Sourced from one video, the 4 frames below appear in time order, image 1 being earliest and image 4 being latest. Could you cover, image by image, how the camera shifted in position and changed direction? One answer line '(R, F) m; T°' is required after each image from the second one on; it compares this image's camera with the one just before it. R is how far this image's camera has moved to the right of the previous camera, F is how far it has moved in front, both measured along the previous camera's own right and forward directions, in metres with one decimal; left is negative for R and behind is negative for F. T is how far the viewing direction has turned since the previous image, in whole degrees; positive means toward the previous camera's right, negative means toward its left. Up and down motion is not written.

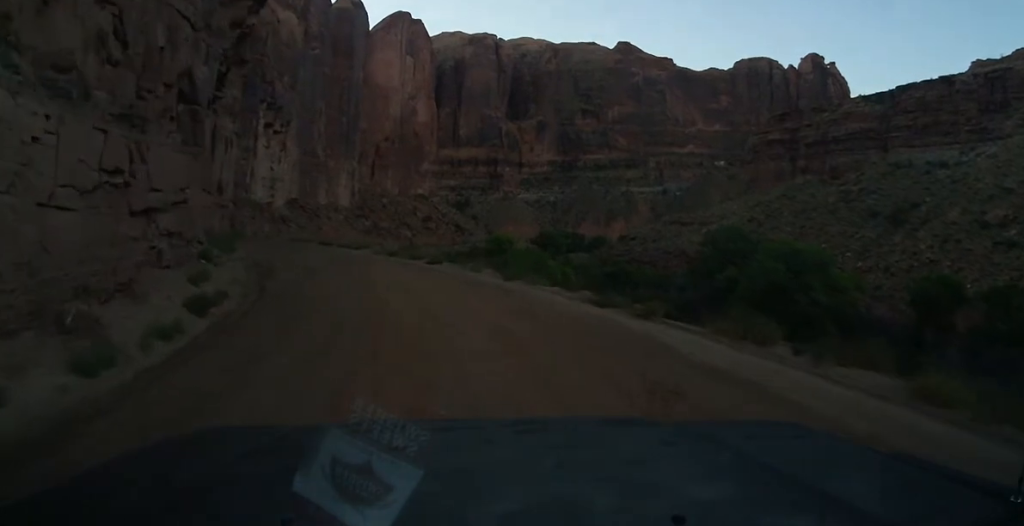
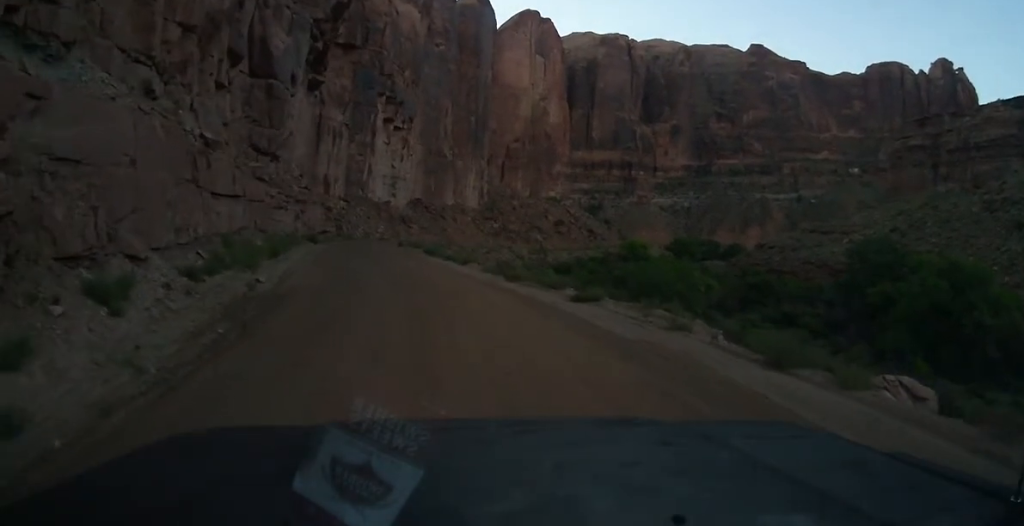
(-0.3, +10.9) m; -4°
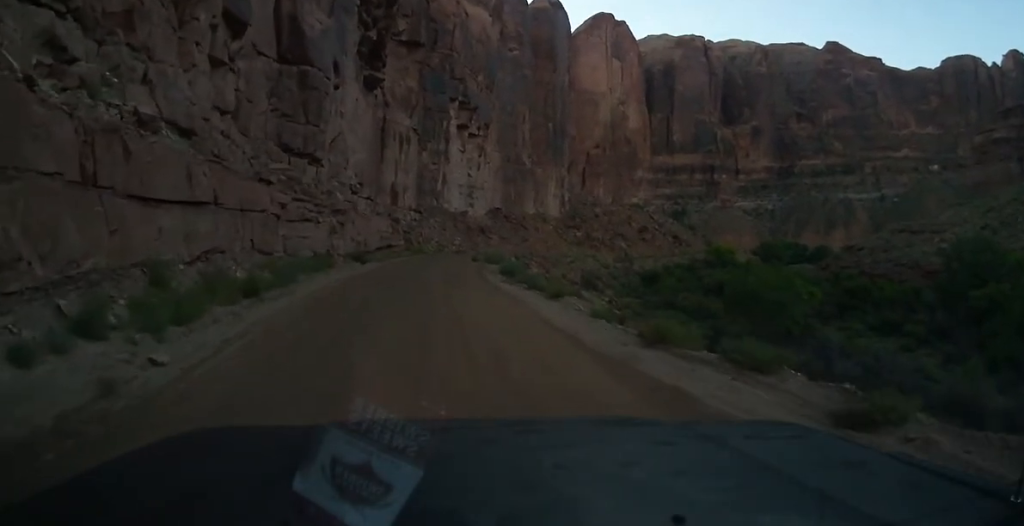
(0.0, +7.8) m; -4°
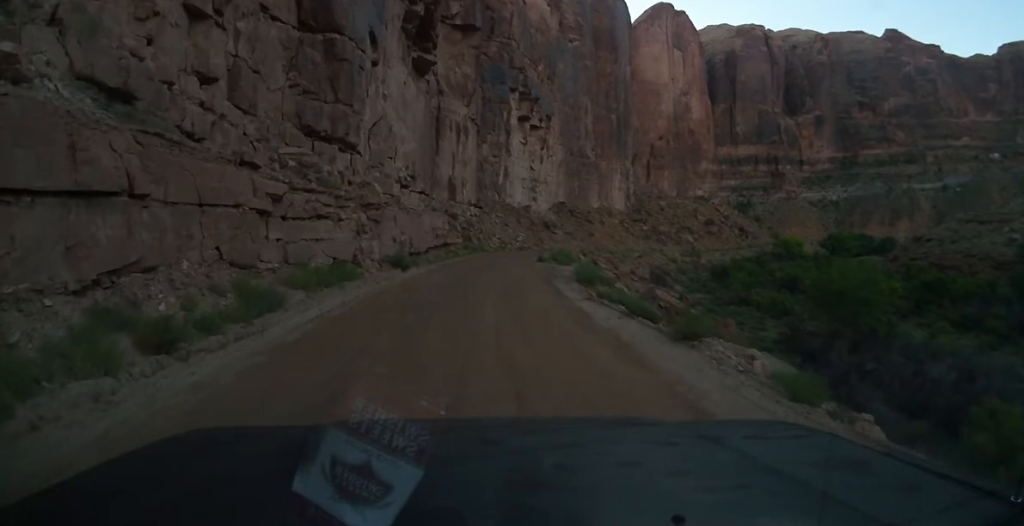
(-0.5, +6.0) m; -4°
